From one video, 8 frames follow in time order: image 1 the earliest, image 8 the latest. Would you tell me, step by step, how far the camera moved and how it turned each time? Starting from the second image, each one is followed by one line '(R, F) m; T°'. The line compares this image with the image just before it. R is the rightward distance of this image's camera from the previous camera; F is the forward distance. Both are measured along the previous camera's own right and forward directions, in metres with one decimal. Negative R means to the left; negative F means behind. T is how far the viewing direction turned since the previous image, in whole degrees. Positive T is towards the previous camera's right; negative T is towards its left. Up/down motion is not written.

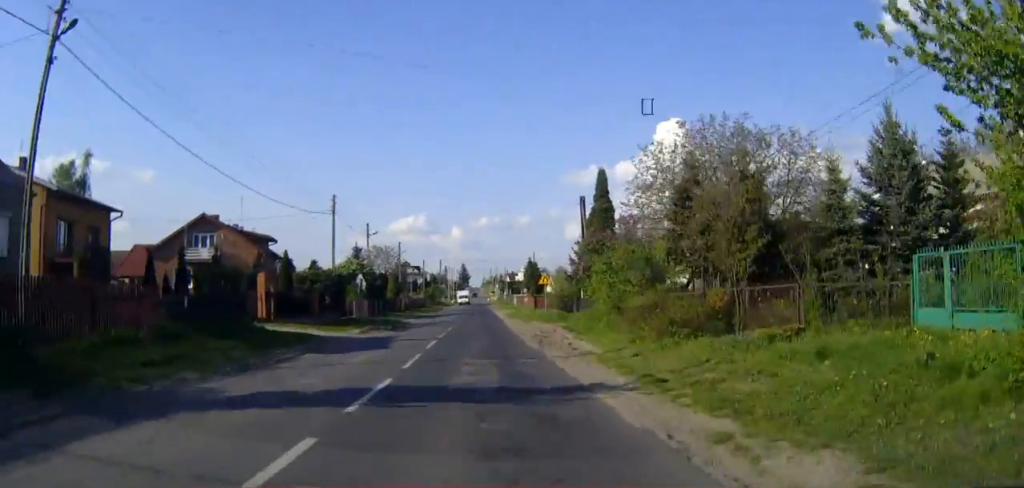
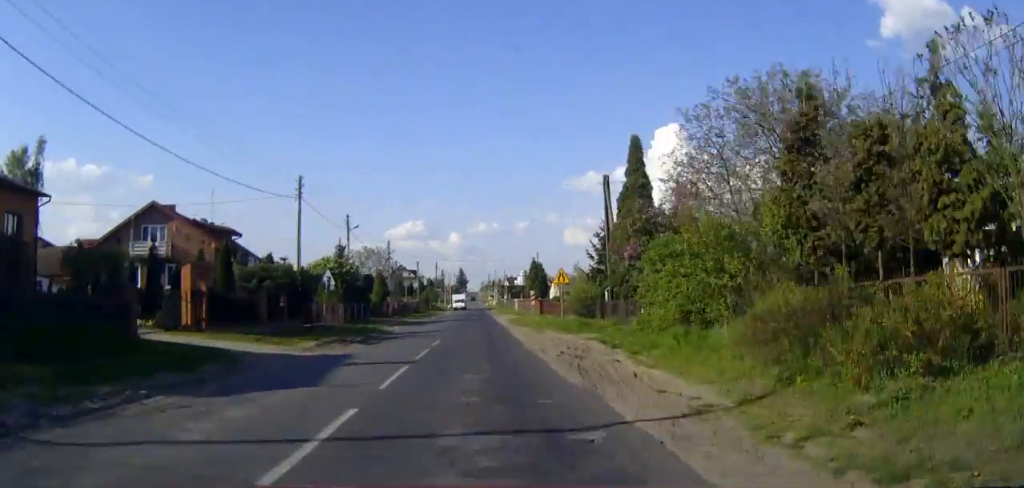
(0.0, +9.5) m; 0°
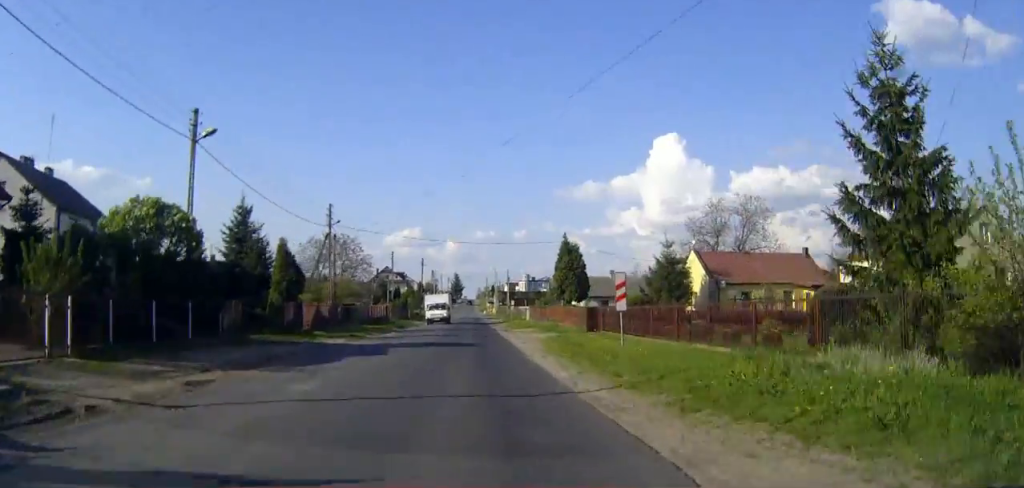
(+0.1, +32.9) m; 0°
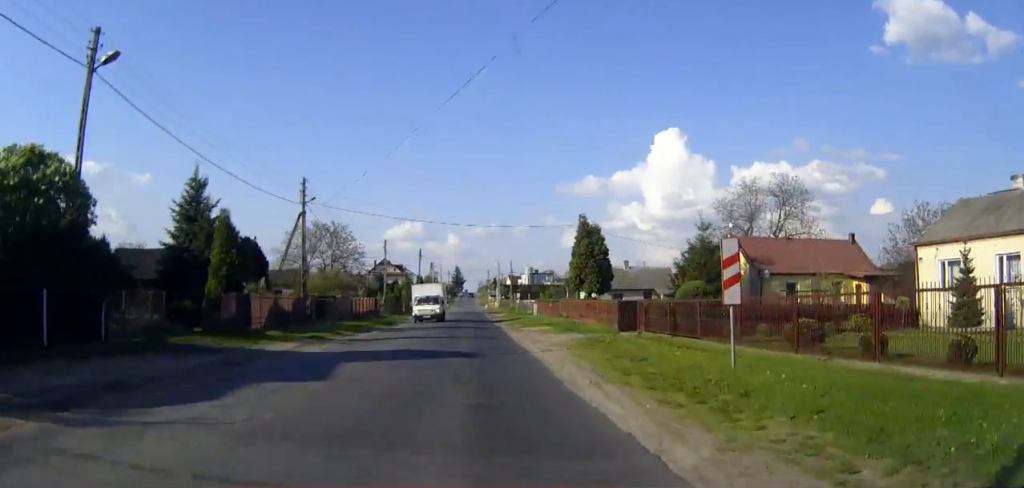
(0.0, +8.6) m; 0°
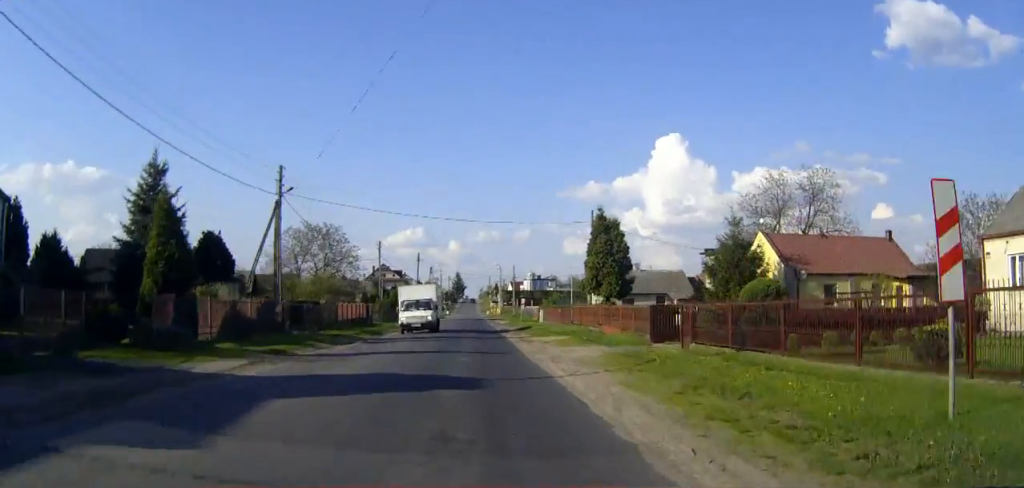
(0.0, +5.7) m; 0°
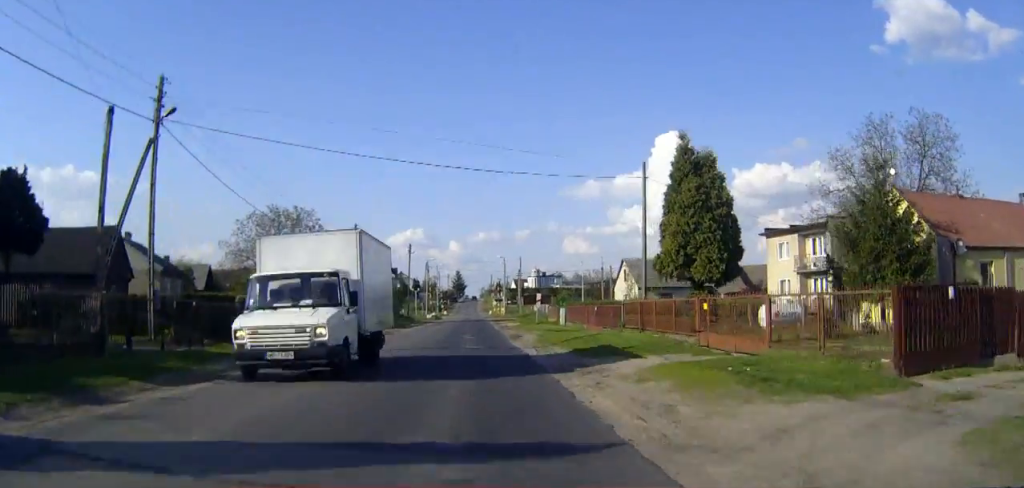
(0.0, +16.0) m; 0°
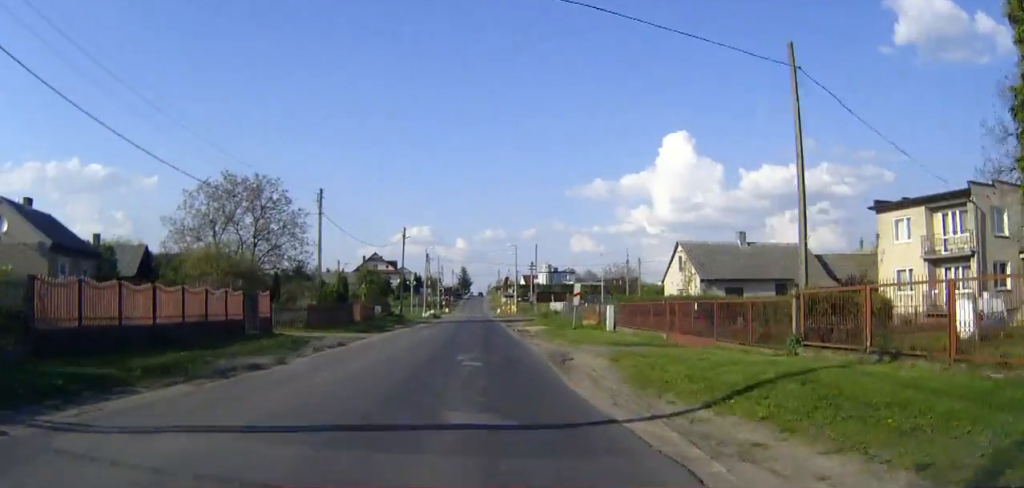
(0.0, +16.7) m; 0°
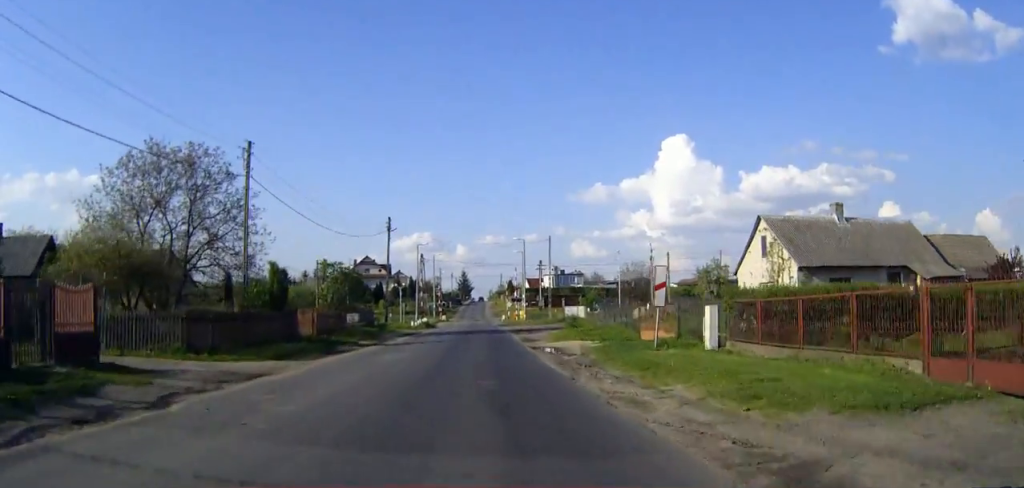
(-0.1, +15.2) m; 0°
